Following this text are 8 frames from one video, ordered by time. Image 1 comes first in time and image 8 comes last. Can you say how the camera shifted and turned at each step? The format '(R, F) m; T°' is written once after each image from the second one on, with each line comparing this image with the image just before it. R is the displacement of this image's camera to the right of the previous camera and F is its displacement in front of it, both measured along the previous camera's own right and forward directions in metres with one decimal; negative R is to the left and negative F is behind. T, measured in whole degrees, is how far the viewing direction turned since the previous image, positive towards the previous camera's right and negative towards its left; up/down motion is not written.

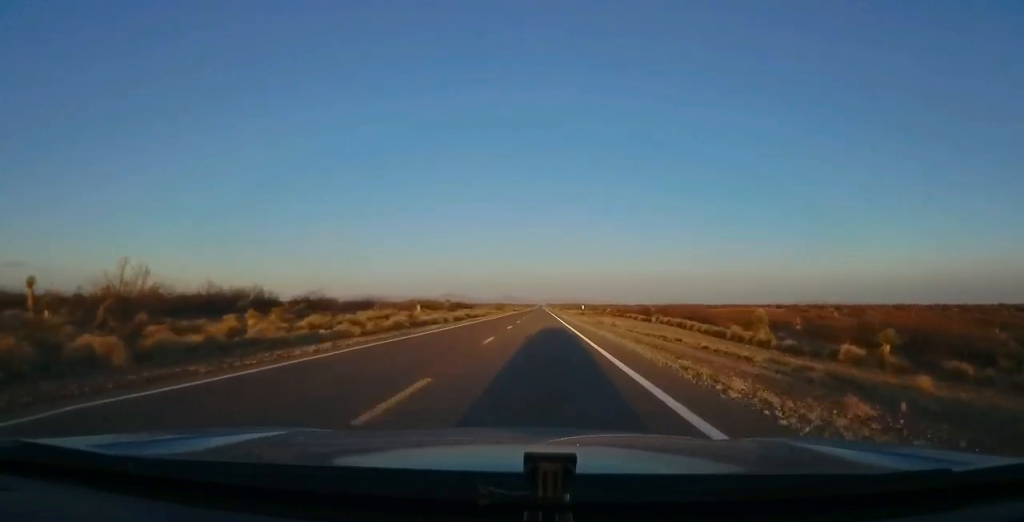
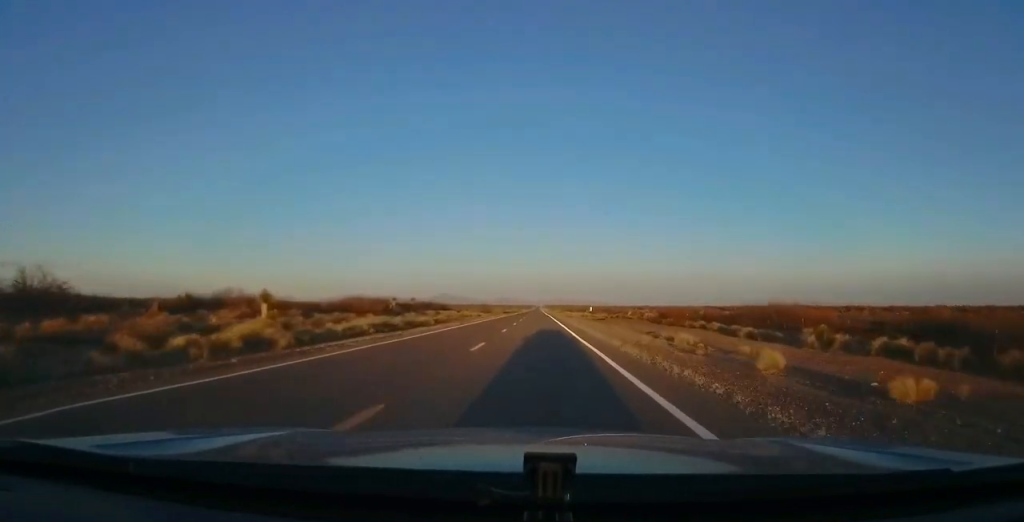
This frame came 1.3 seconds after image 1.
(+0.6, +38.9) m; +1°
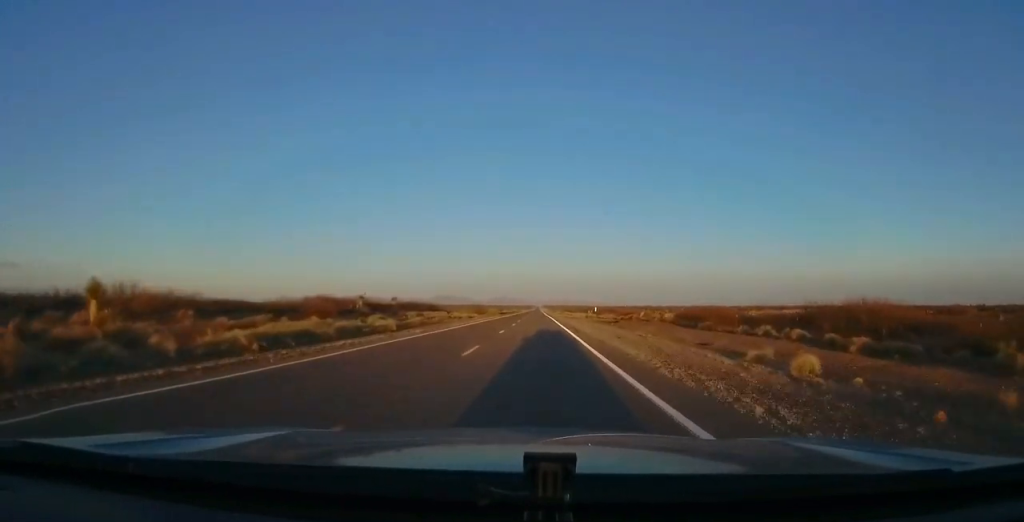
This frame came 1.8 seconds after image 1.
(0.0, +13.6) m; 0°
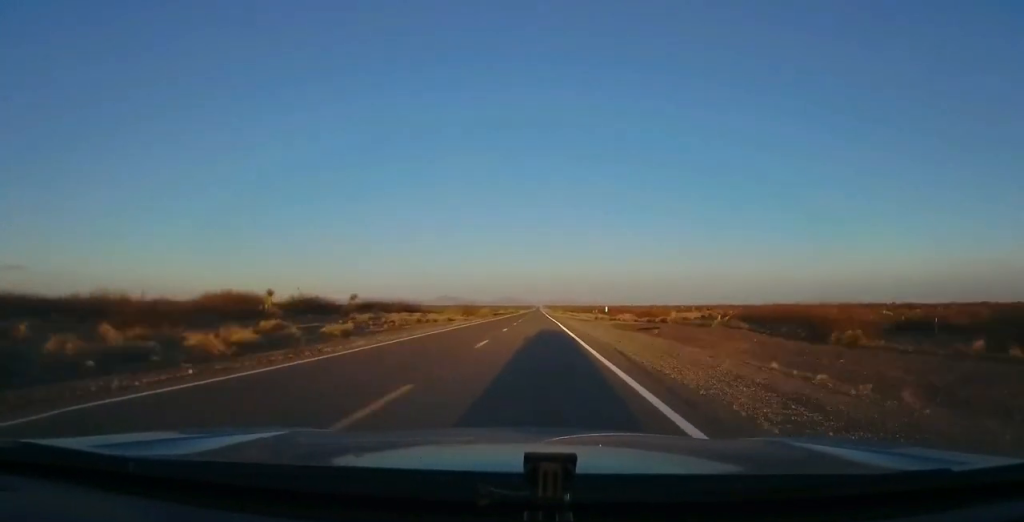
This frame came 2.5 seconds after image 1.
(0.0, +21.4) m; 0°
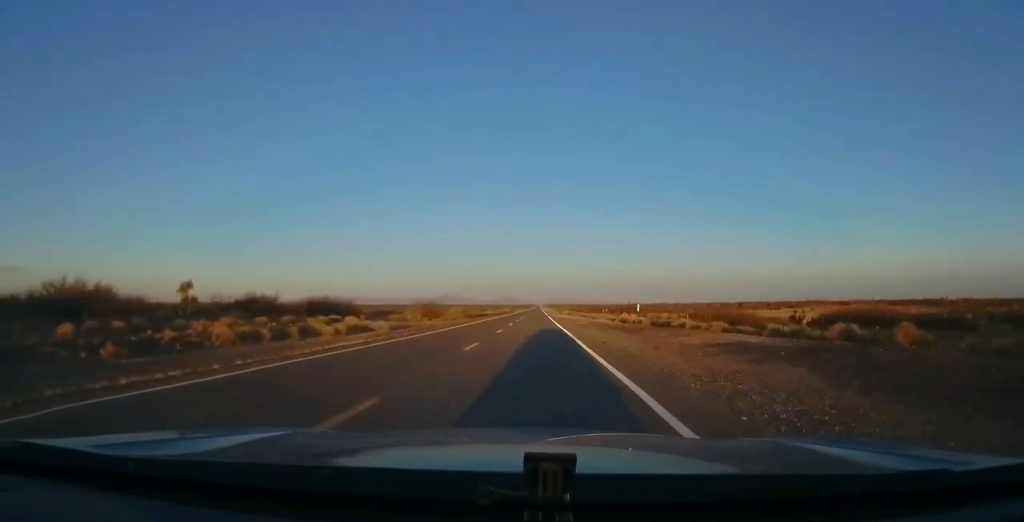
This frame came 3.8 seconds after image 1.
(0.0, +38.0) m; 0°
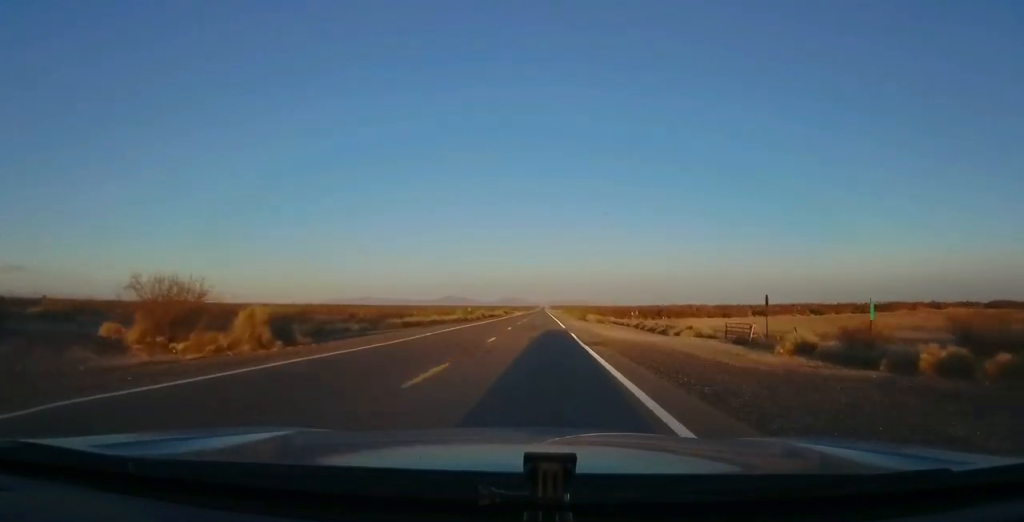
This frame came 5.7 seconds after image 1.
(-0.6, +56.0) m; -1°
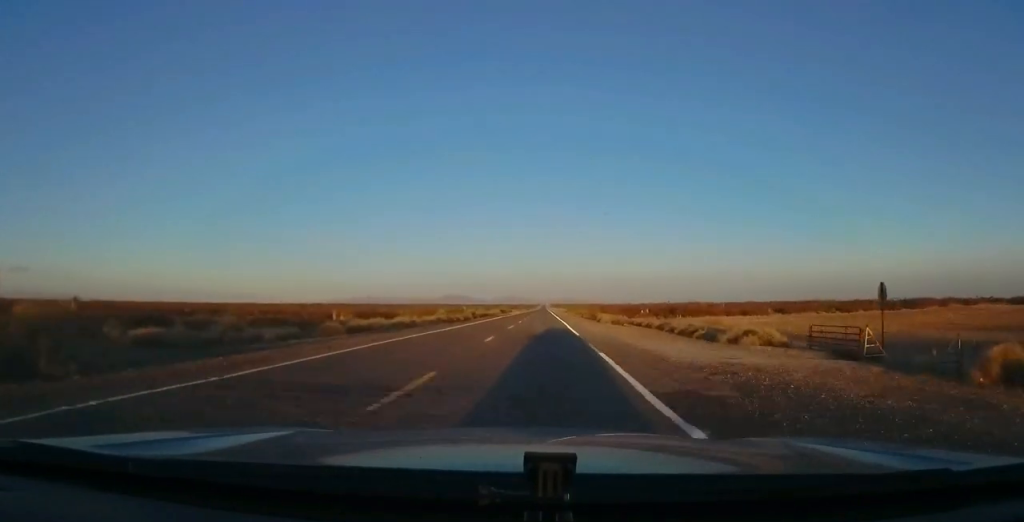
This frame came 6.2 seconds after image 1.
(-0.1, +13.8) m; 0°
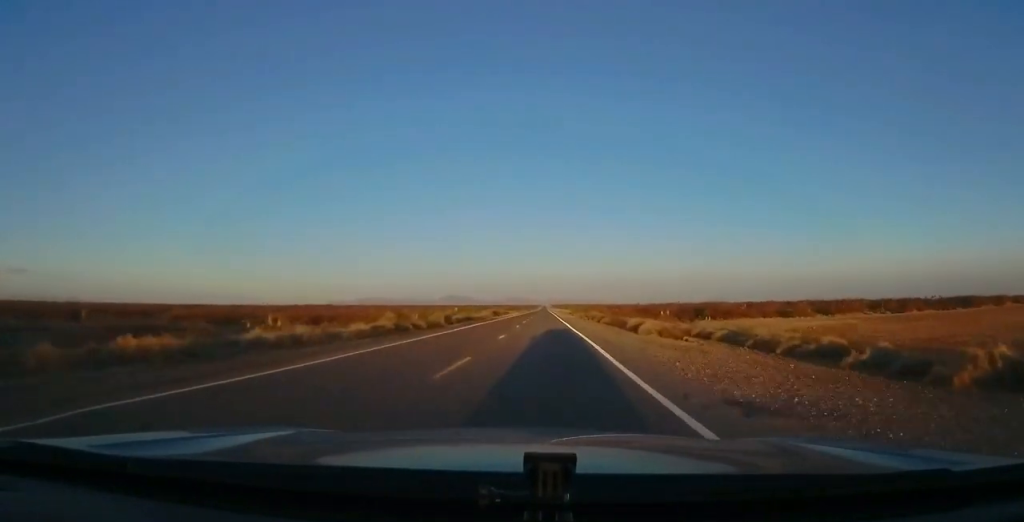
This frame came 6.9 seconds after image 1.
(+0.4, +21.6) m; 0°
